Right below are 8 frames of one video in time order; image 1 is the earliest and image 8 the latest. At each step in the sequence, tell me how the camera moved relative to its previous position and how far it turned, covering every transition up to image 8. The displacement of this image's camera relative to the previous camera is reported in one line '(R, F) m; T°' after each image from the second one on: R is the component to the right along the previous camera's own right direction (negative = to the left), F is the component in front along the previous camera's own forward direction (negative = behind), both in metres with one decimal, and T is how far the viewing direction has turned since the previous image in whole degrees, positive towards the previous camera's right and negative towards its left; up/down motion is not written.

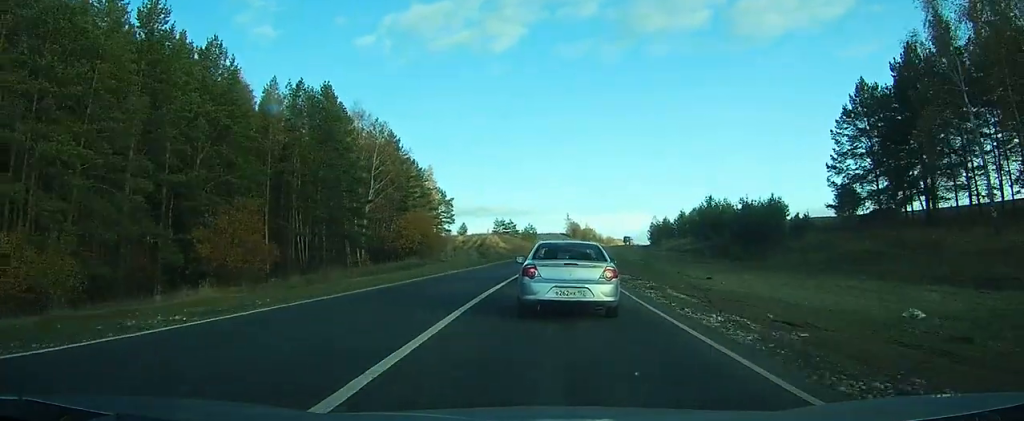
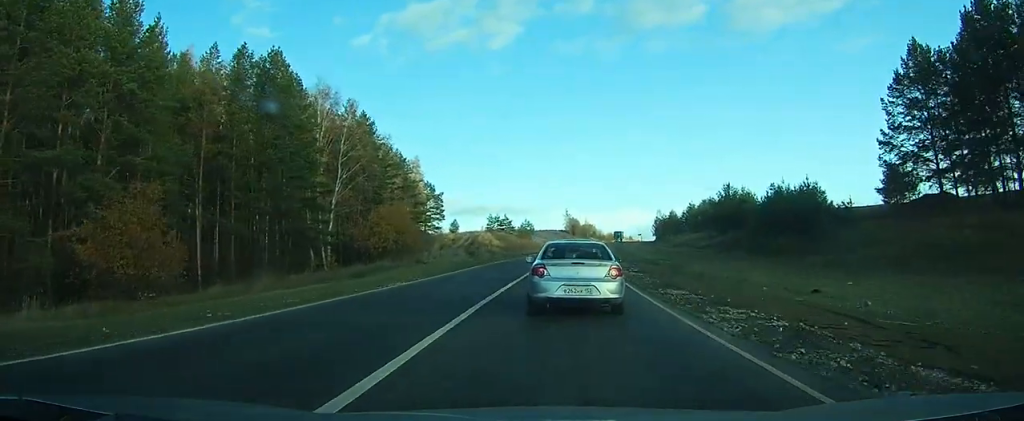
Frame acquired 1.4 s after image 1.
(0.0, +11.5) m; +1°
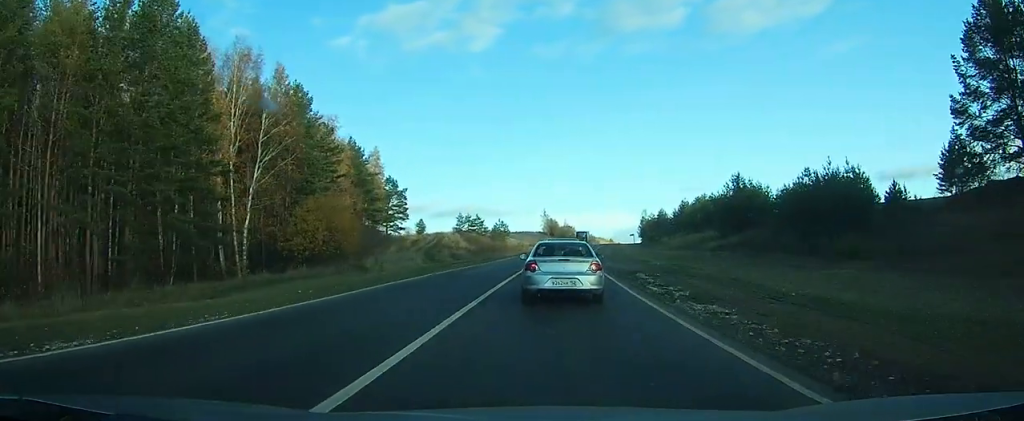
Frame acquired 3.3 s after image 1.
(+0.3, +15.2) m; +2°
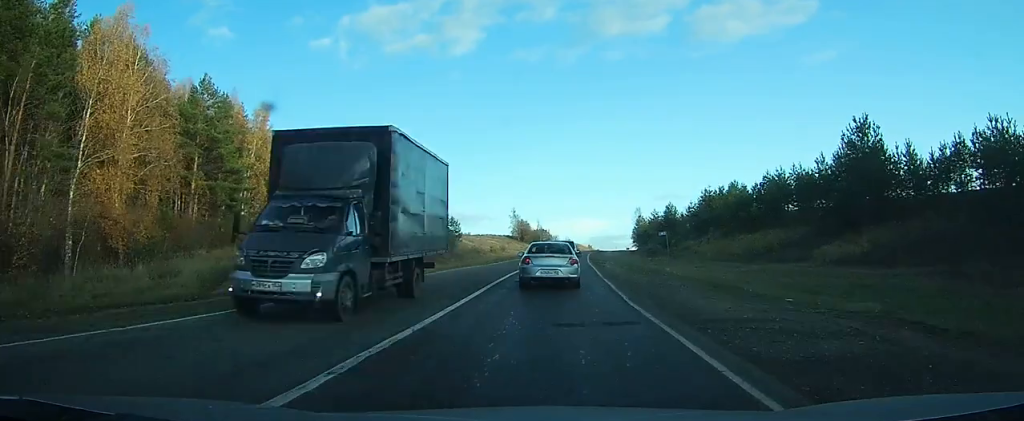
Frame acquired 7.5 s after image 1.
(+1.0, +39.5) m; +3°
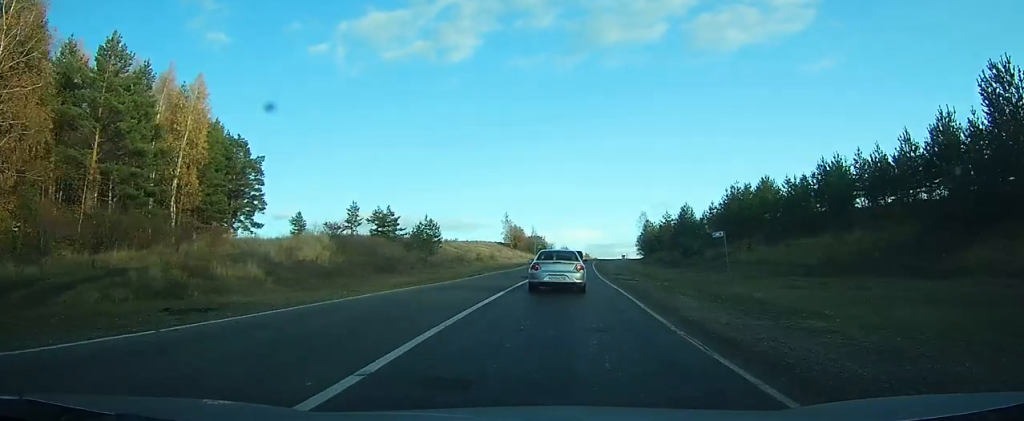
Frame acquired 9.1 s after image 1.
(+0.1, +15.7) m; +1°
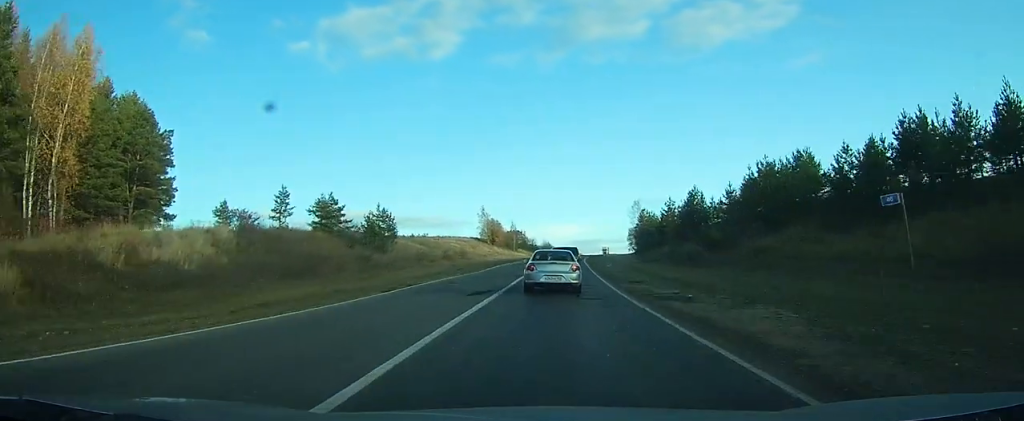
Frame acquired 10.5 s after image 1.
(+0.1, +15.4) m; +1°
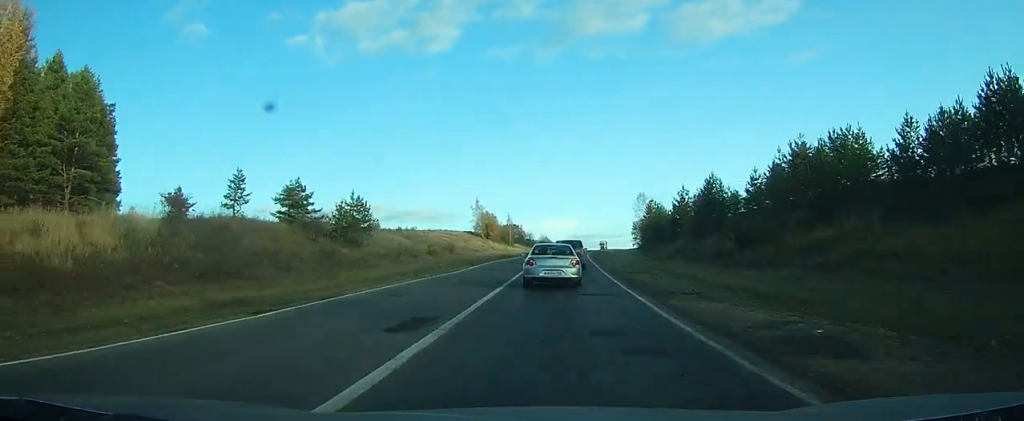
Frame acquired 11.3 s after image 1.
(+0.1, +8.5) m; 0°
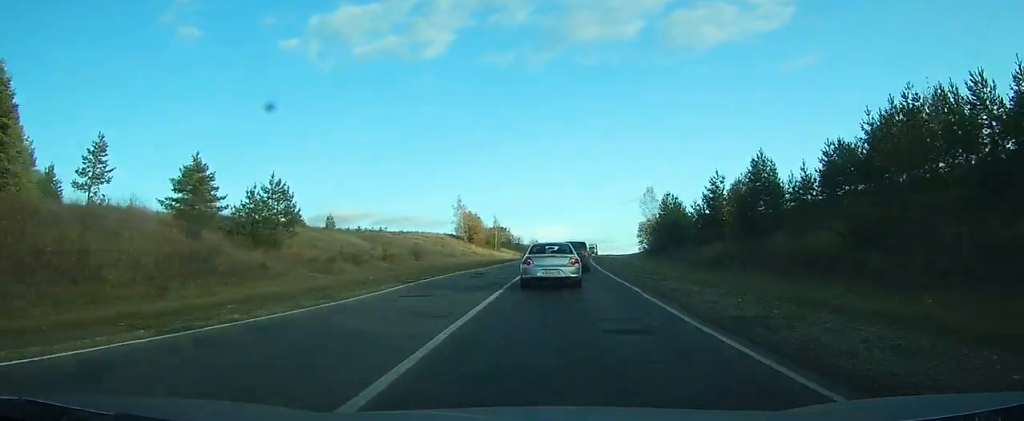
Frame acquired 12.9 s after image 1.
(0.0, +16.3) m; 0°
